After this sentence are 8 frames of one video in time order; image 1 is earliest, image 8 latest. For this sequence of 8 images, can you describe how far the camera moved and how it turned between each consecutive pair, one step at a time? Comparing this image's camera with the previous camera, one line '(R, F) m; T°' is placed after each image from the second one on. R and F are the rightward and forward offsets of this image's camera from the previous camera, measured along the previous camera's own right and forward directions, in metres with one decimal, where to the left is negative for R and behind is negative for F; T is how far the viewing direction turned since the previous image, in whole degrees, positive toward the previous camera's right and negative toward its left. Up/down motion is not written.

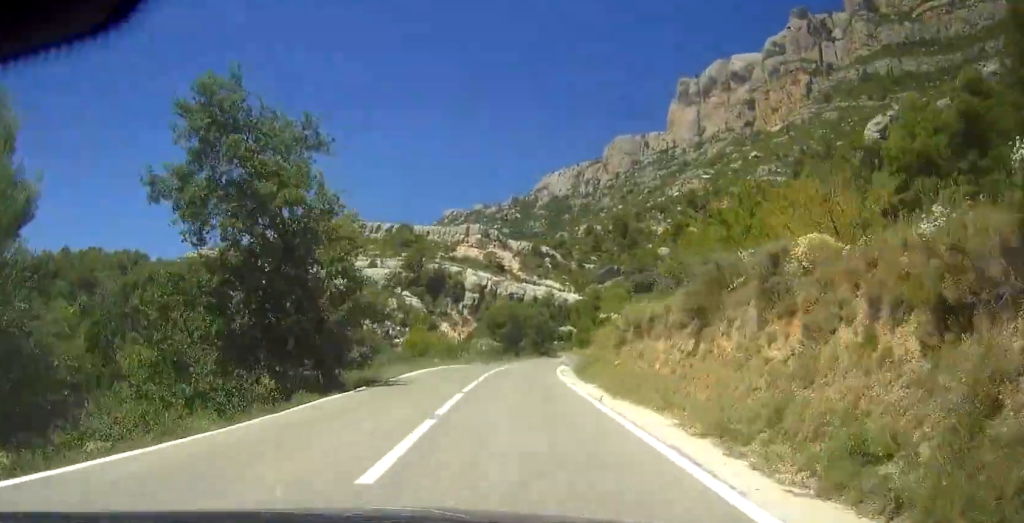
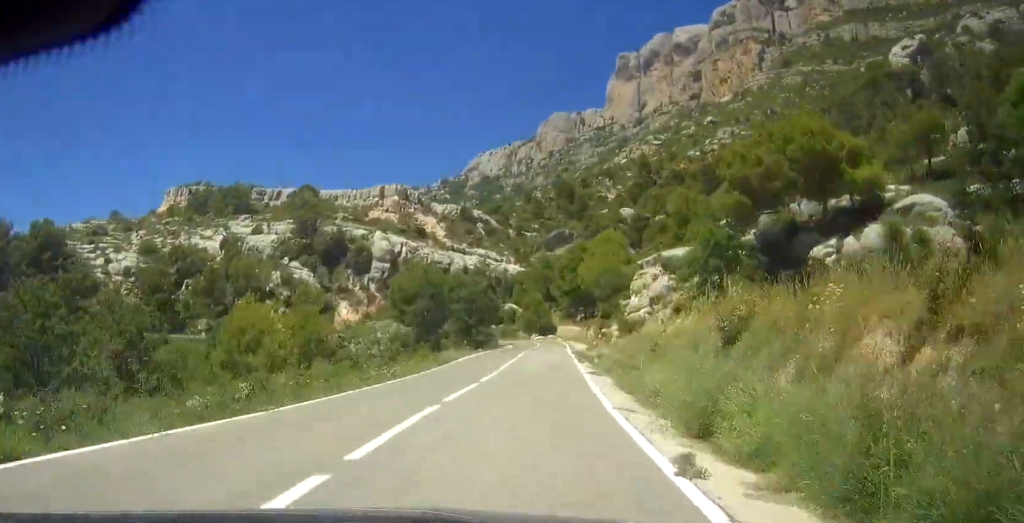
(-3.5, +42.8) m; -2°
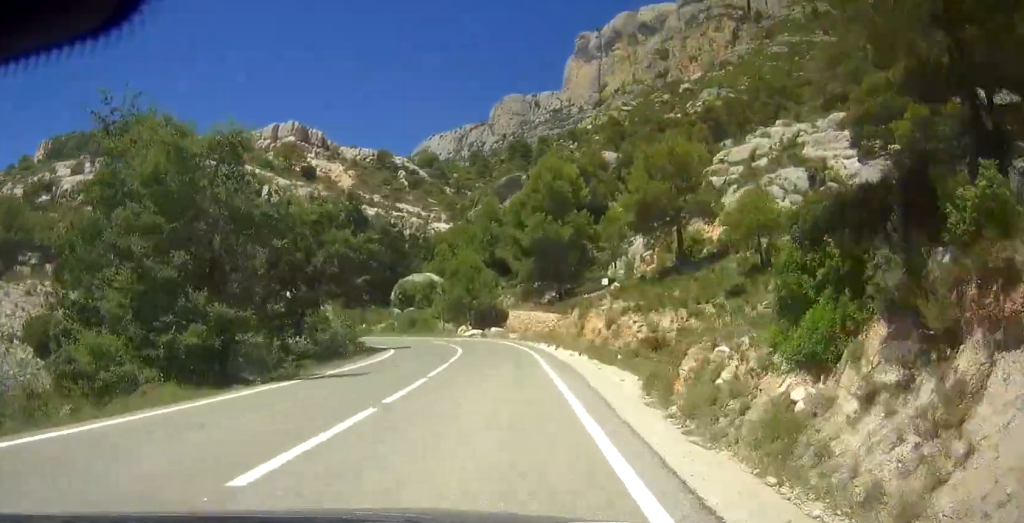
(+3.0, +49.9) m; -1°
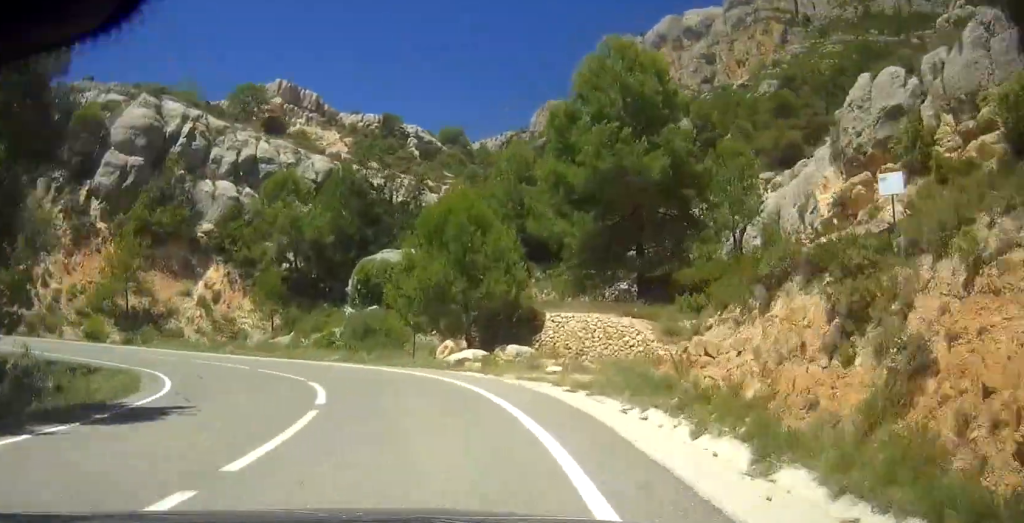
(-1.1, +34.1) m; -27°
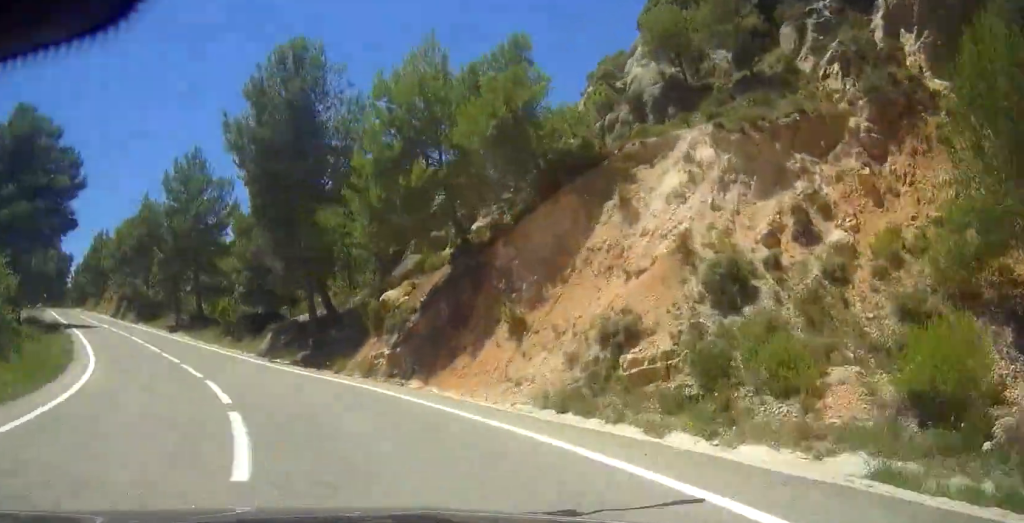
(-19.7, +35.3) m; -49°
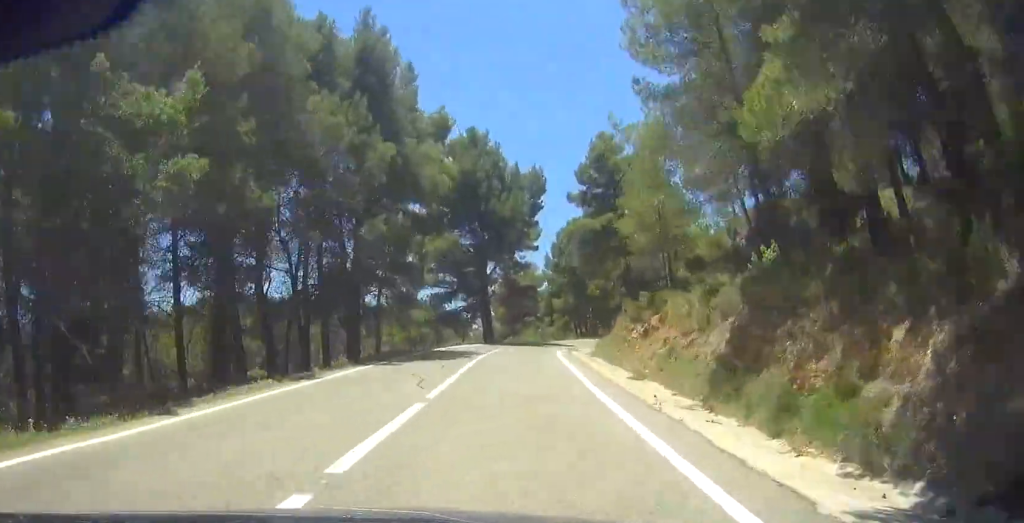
(-49.3, +107.0) m; -24°
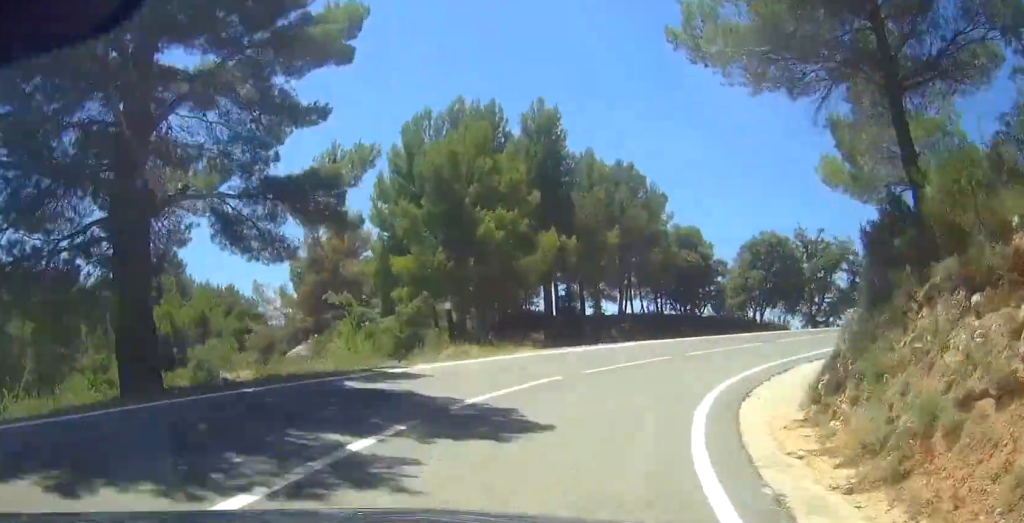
(+0.8, +43.5) m; +25°
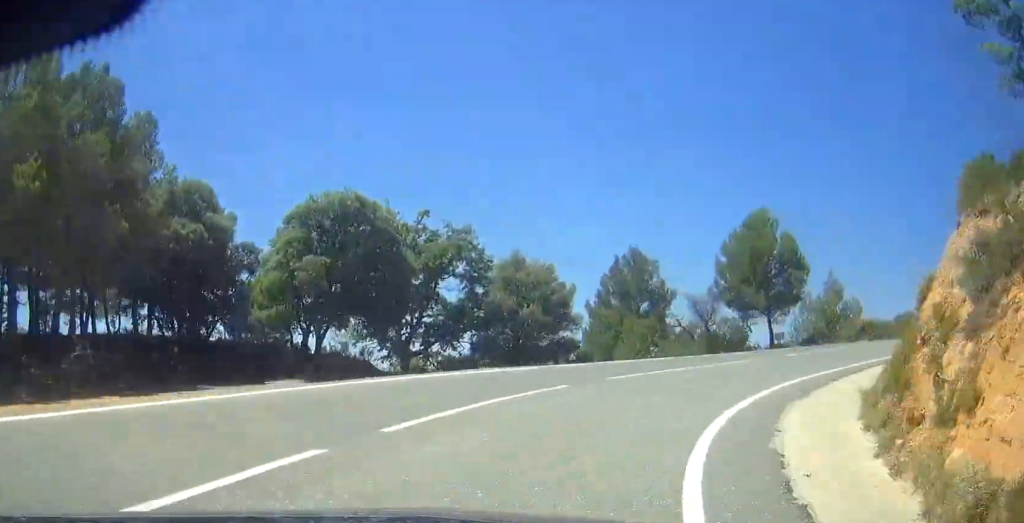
(+6.6, +21.9) m; +37°
